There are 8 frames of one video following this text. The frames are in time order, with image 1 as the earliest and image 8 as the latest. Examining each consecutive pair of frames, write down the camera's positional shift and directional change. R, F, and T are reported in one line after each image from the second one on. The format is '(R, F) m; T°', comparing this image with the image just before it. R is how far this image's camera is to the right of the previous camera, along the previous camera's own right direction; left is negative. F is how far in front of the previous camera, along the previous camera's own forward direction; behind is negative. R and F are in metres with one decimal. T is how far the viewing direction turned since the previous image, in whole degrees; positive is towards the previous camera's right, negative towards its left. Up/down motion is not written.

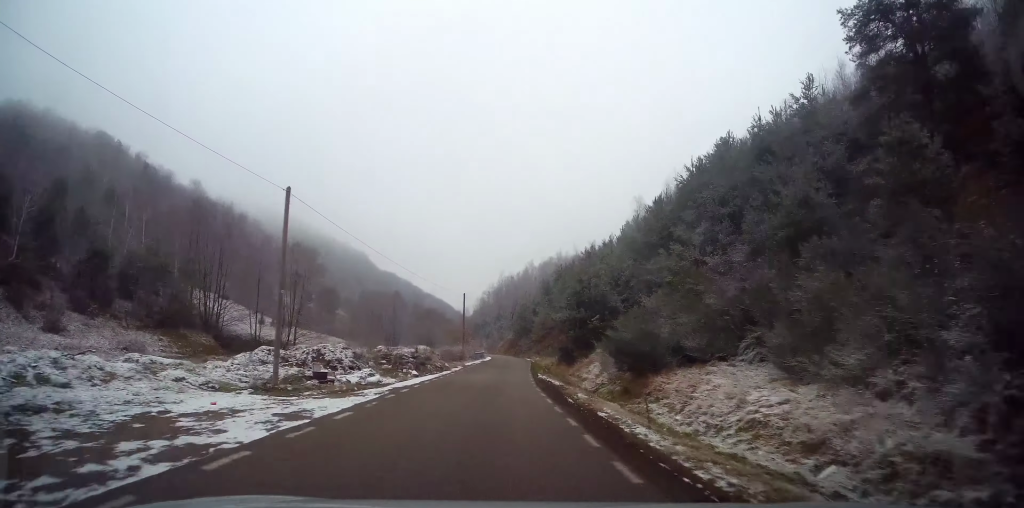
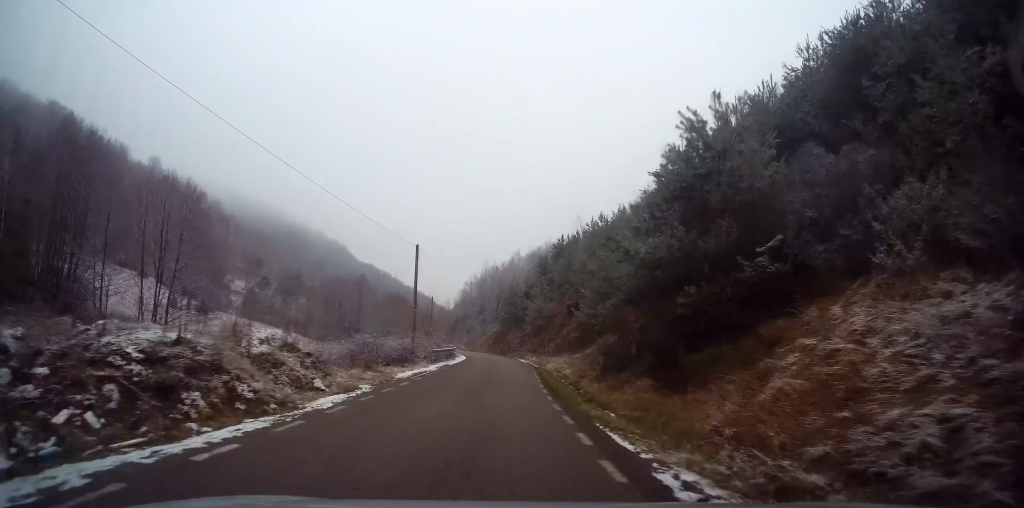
(+0.7, +21.9) m; +1°
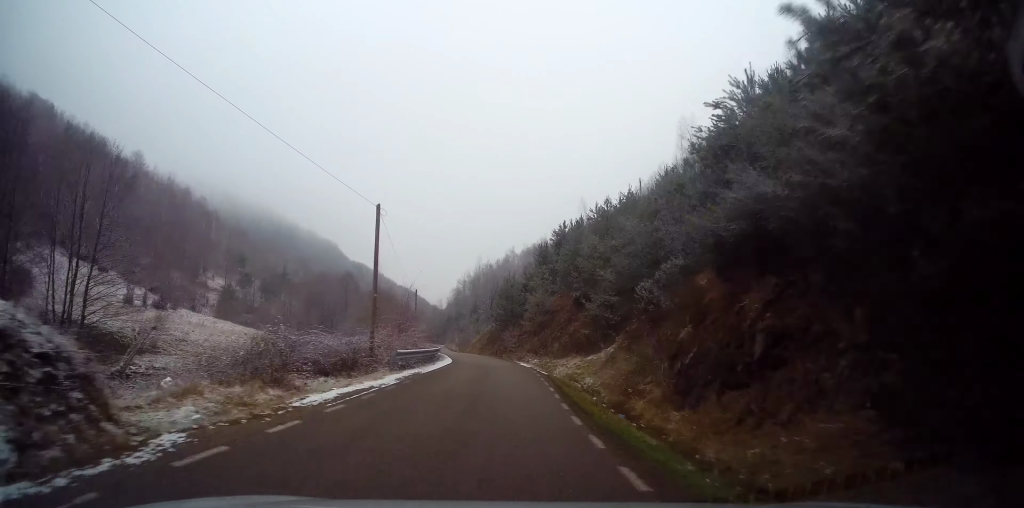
(-0.1, +8.4) m; 0°
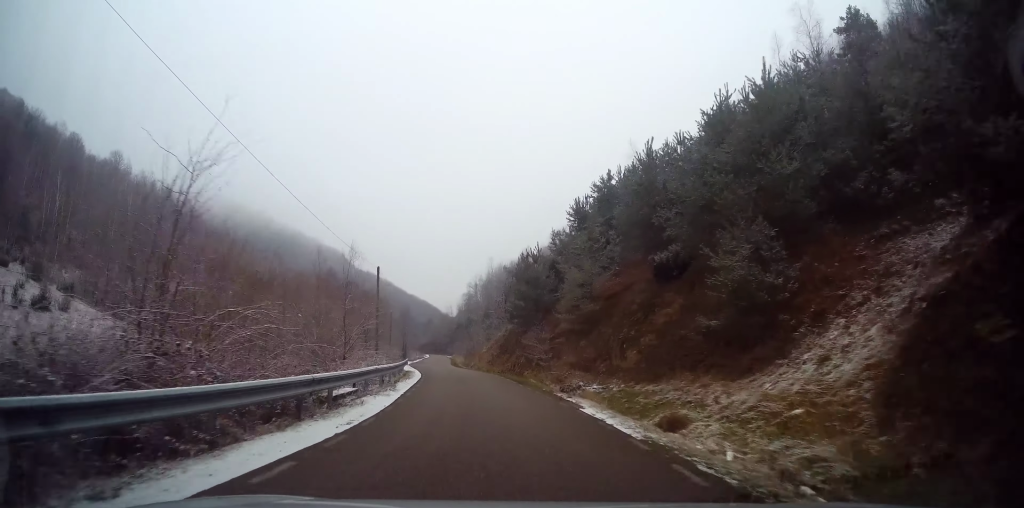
(-0.2, +22.0) m; -3°
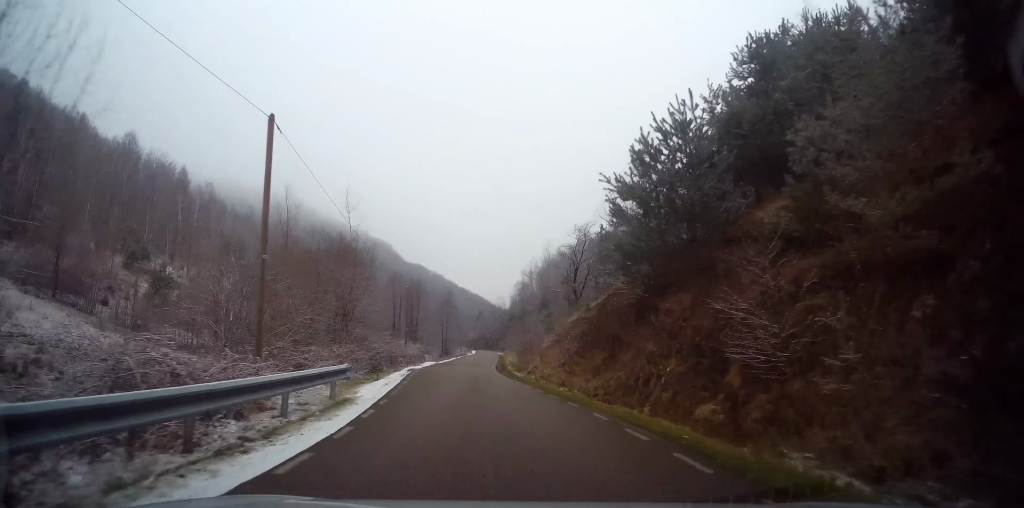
(-1.0, +22.0) m; -4°
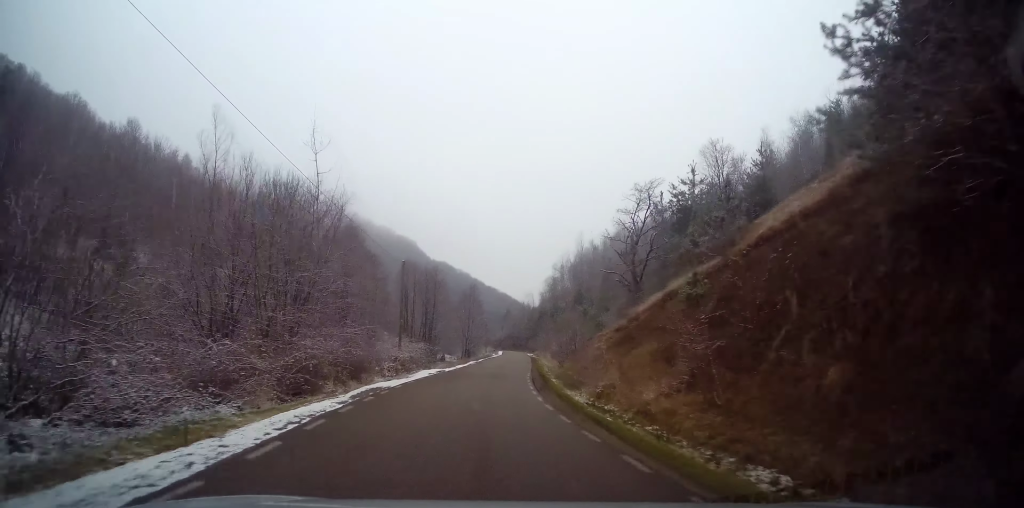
(-0.3, +13.7) m; -1°
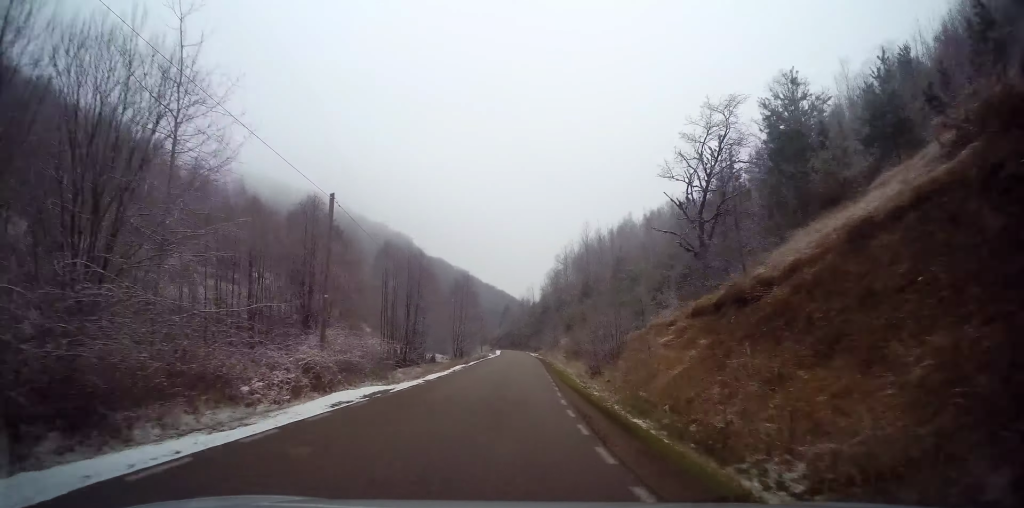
(0.0, +13.8) m; 0°
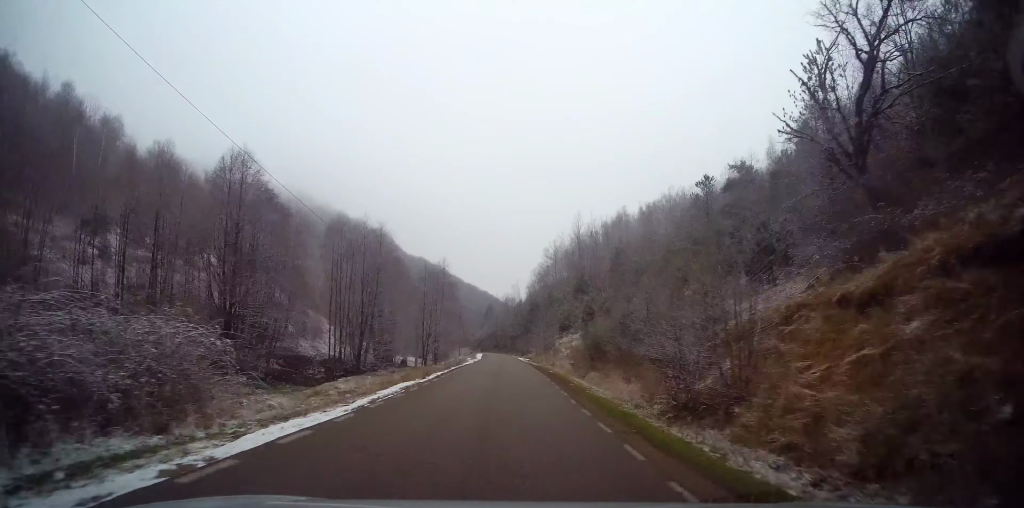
(0.0, +13.9) m; +1°
